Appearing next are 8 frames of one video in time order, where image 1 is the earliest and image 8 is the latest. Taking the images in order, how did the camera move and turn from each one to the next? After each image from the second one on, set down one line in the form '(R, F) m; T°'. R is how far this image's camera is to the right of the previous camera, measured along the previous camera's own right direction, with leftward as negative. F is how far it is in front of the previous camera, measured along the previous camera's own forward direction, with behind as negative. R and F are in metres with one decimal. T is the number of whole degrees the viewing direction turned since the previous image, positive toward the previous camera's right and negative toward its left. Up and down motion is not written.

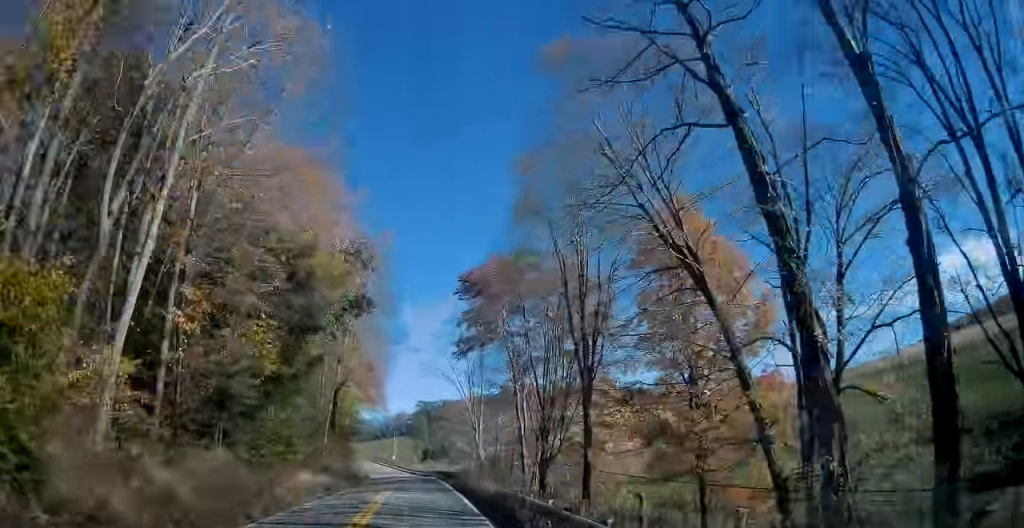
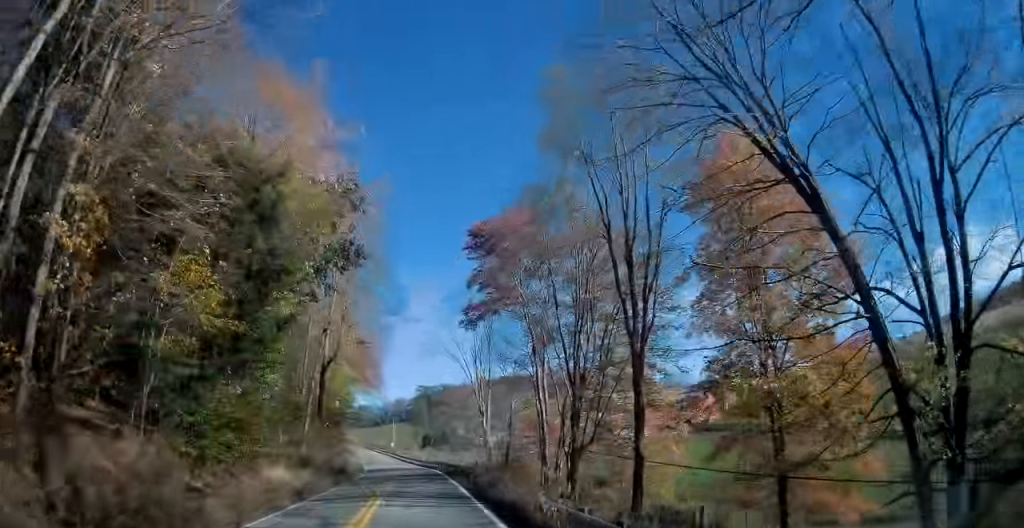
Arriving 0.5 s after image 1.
(-0.1, +8.0) m; 0°
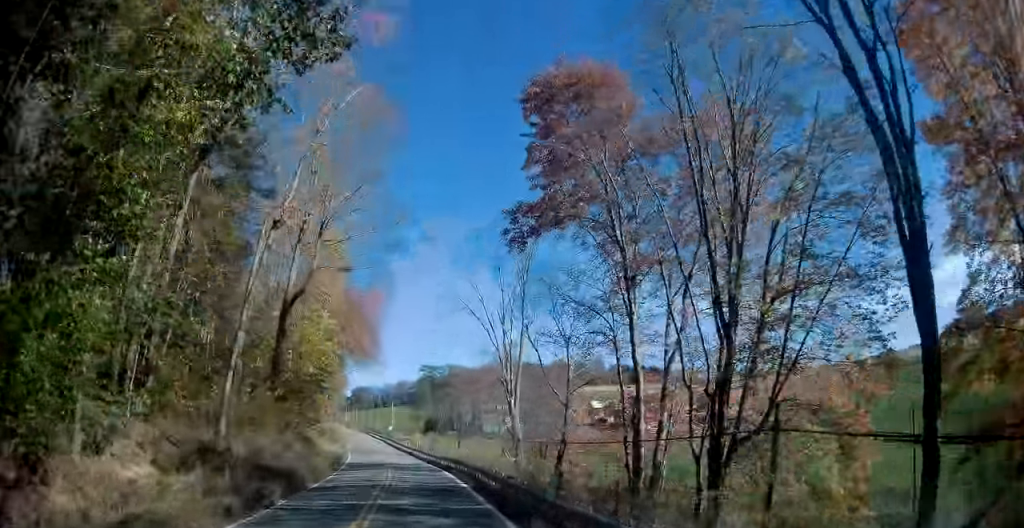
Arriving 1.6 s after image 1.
(0.0, +17.1) m; -1°
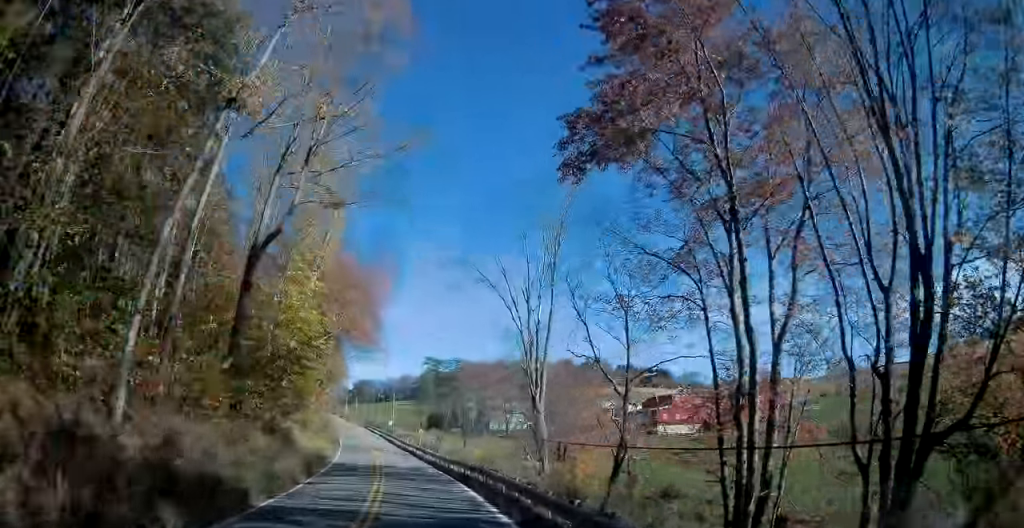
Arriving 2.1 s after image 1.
(0.0, +8.5) m; -1°
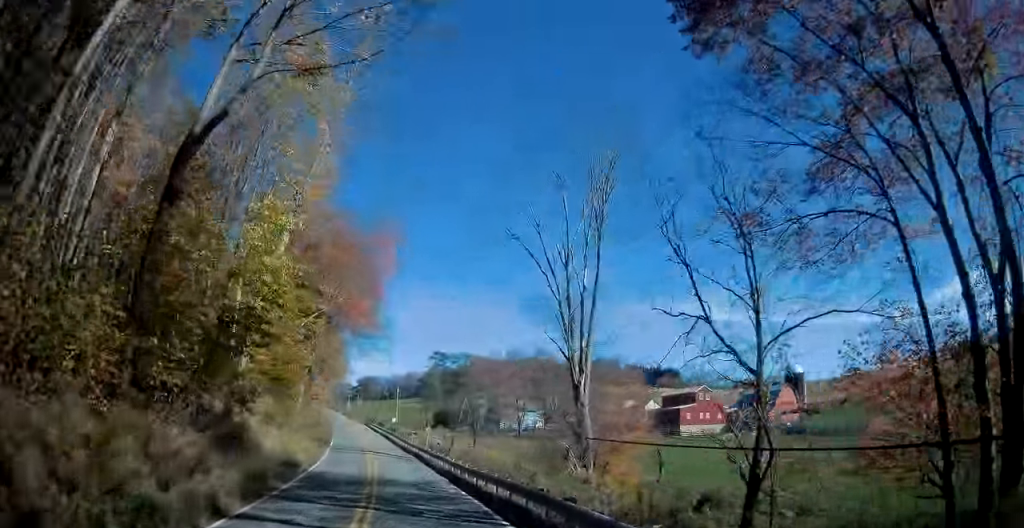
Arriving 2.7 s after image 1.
(-0.2, +9.5) m; -1°
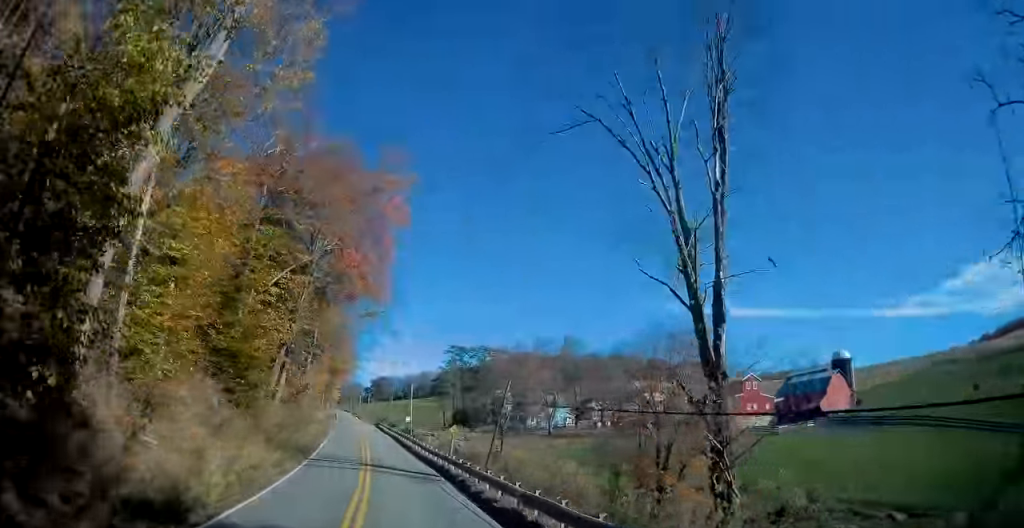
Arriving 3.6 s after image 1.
(-0.2, +13.6) m; -1°
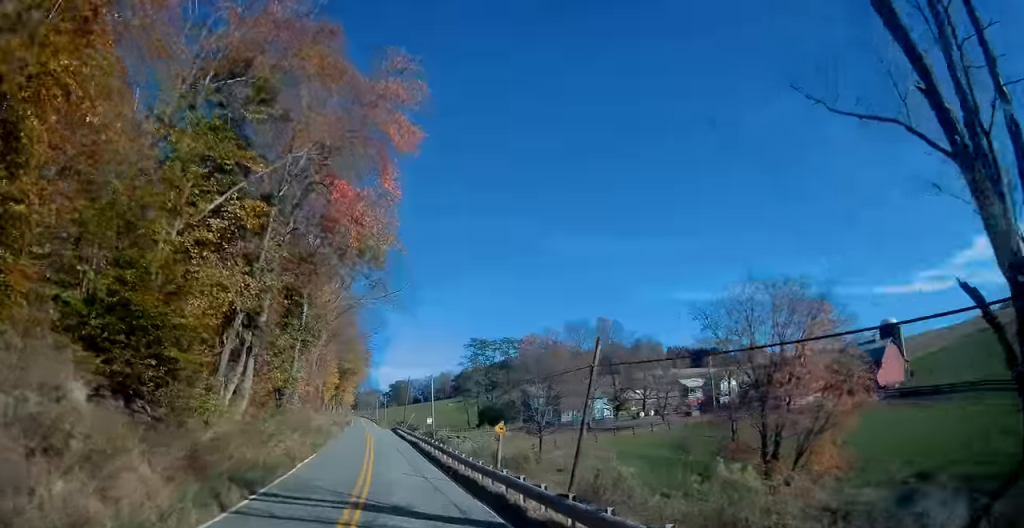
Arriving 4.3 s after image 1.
(0.0, +11.9) m; -1°
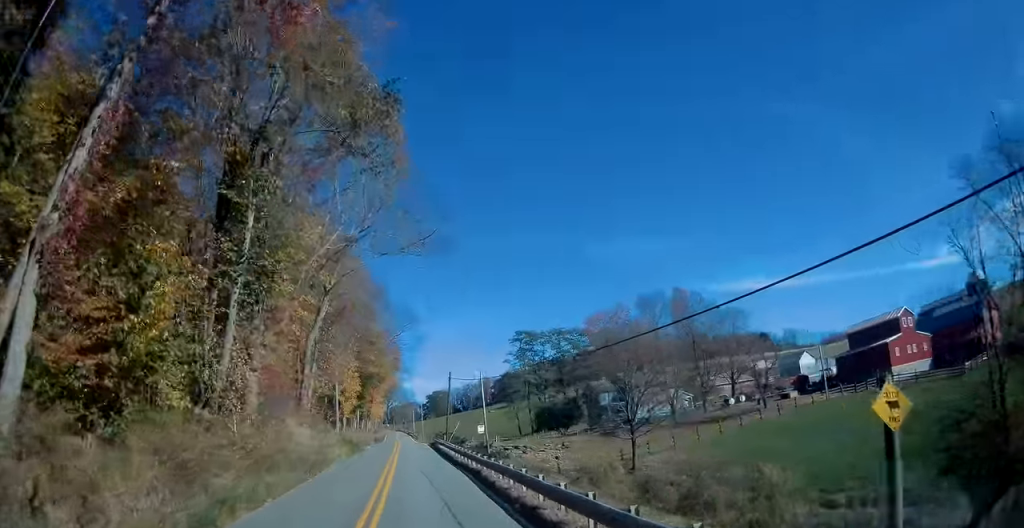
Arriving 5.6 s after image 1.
(-0.3, +19.7) m; -3°
